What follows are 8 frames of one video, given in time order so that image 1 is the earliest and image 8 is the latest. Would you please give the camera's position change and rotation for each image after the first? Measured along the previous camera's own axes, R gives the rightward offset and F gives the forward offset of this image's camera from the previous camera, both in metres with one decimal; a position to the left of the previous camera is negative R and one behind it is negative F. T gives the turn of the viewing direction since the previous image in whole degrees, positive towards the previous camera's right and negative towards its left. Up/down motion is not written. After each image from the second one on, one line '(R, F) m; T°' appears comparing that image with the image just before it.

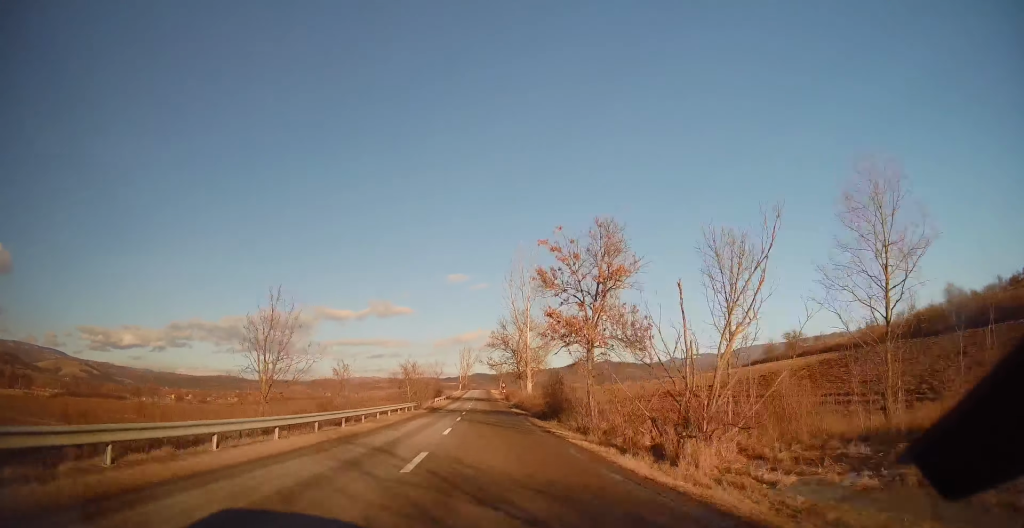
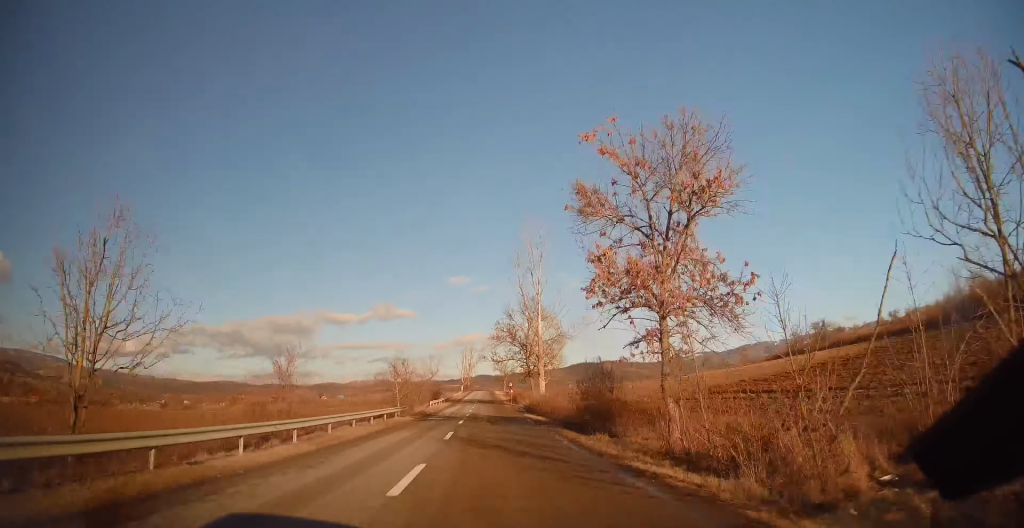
(0.0, +10.8) m; 0°
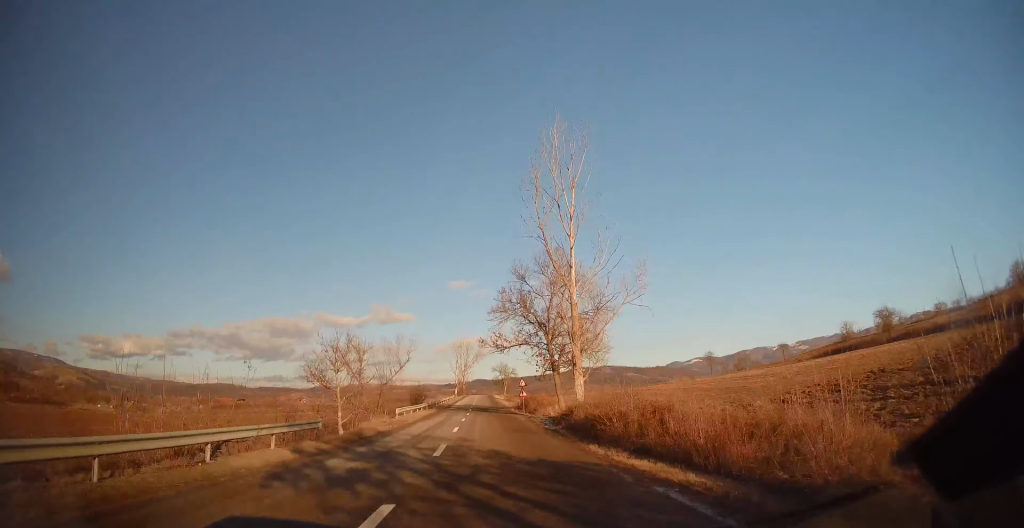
(0.0, +21.7) m; -1°
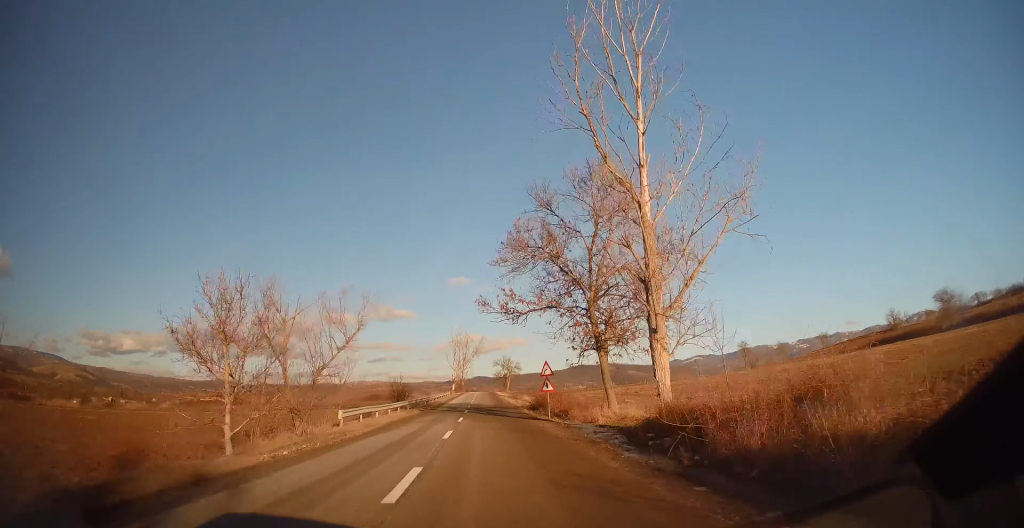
(-0.3, +15.0) m; 0°
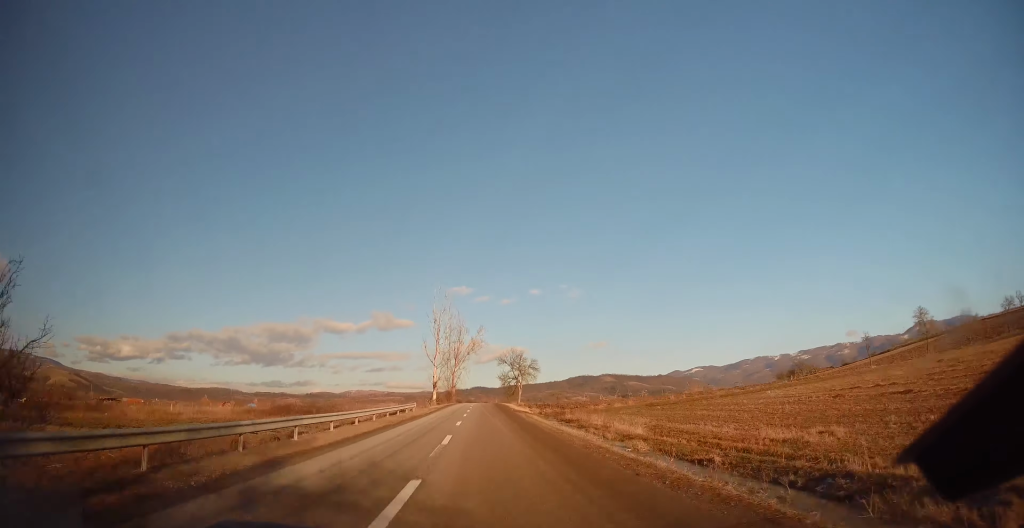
(+0.4, +45.4) m; +1°
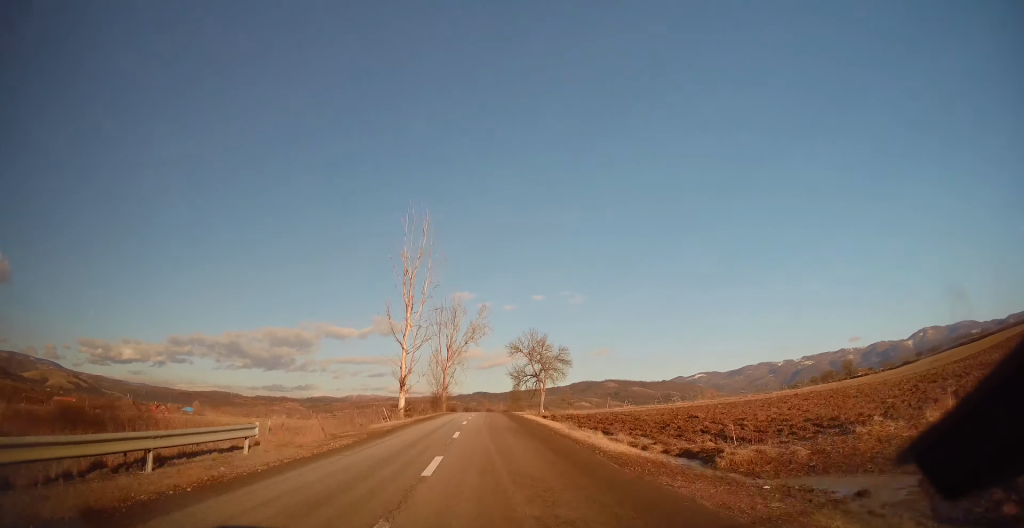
(0.0, +31.8) m; -1°
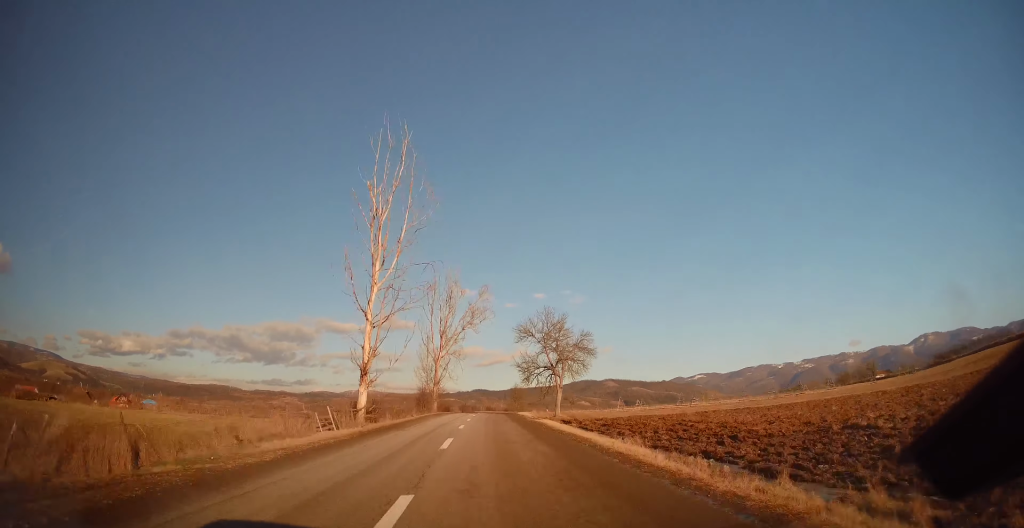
(-0.1, +13.7) m; 0°
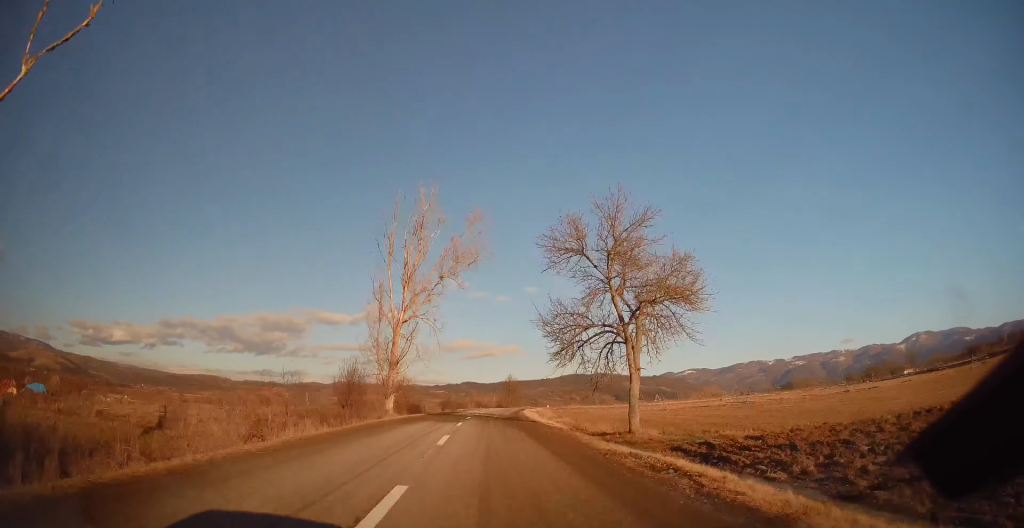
(0.0, +26.2) m; +2°
